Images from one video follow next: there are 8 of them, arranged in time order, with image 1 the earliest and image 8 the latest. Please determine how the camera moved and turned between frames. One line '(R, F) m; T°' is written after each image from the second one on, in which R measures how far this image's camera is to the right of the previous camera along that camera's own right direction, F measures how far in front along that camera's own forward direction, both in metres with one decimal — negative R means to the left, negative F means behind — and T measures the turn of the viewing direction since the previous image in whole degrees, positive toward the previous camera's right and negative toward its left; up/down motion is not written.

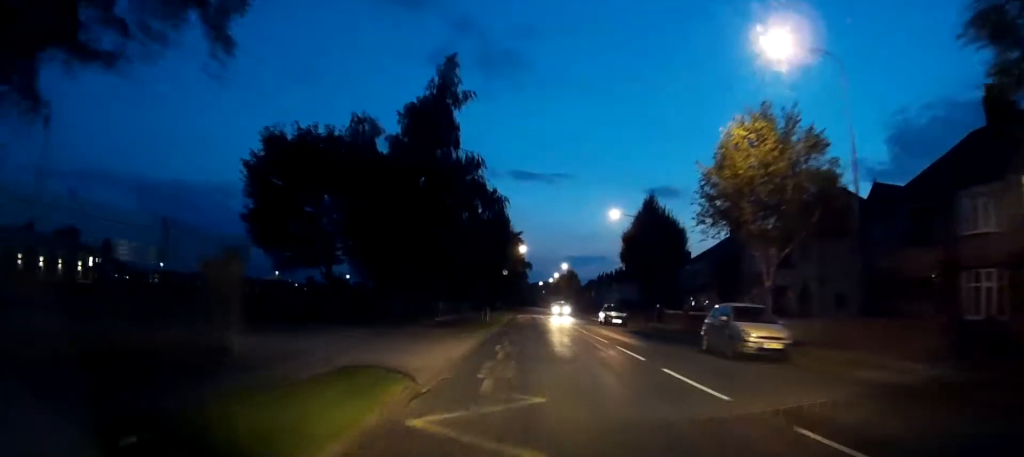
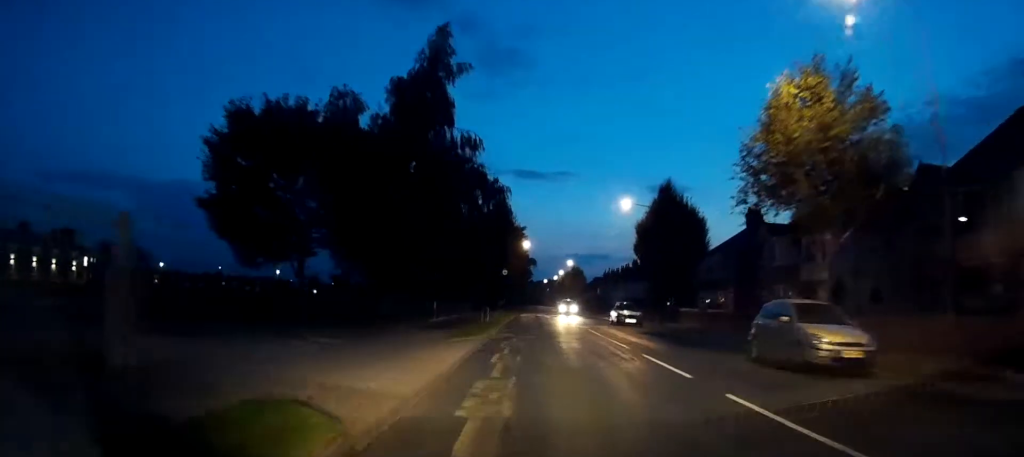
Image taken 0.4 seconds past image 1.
(0.0, +3.8) m; -2°
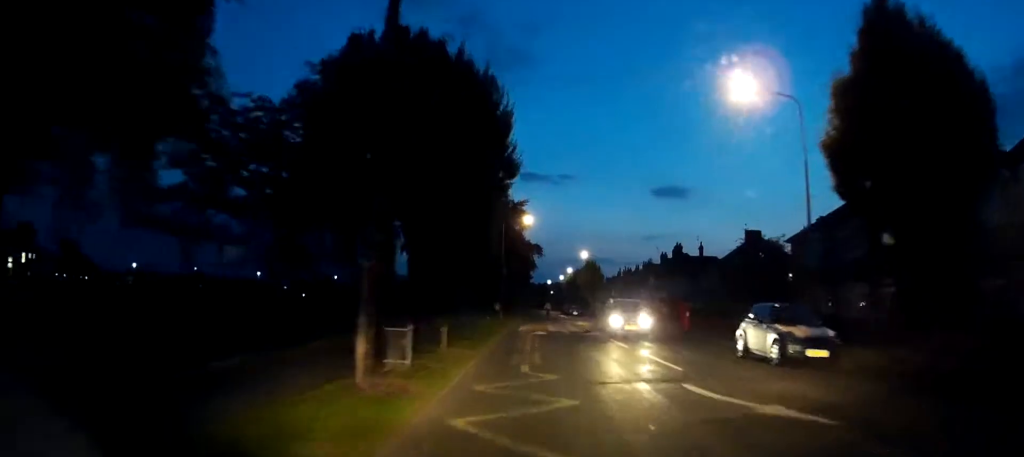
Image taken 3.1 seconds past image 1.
(-0.6, +24.3) m; -1°
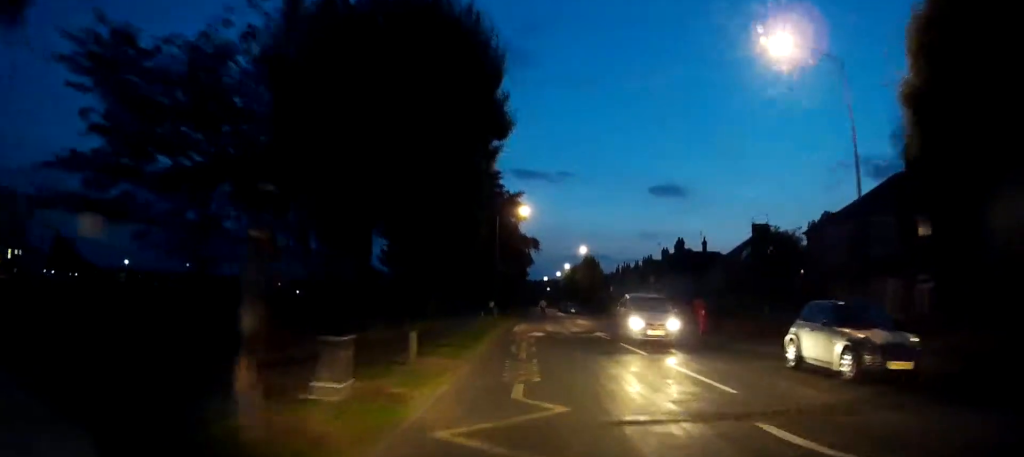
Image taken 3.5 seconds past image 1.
(-0.2, +3.6) m; 0°
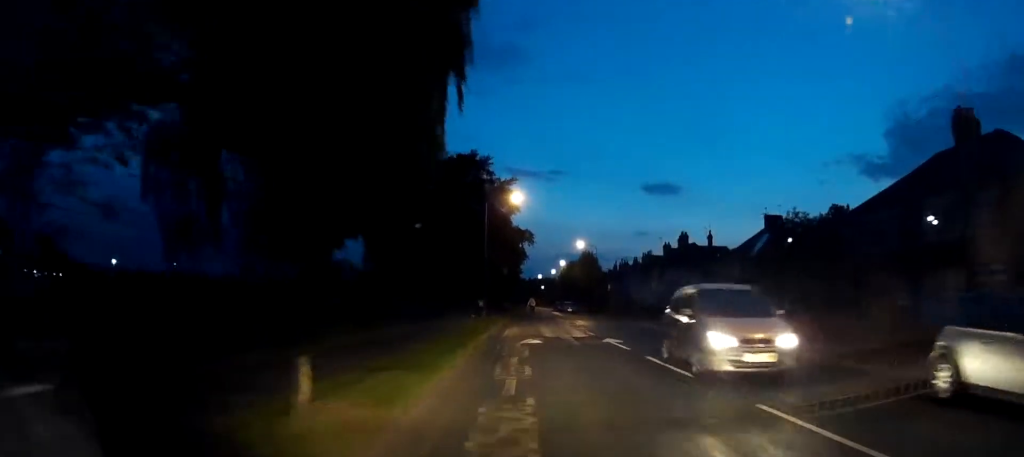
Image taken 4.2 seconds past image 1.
(+0.1, +5.6) m; 0°
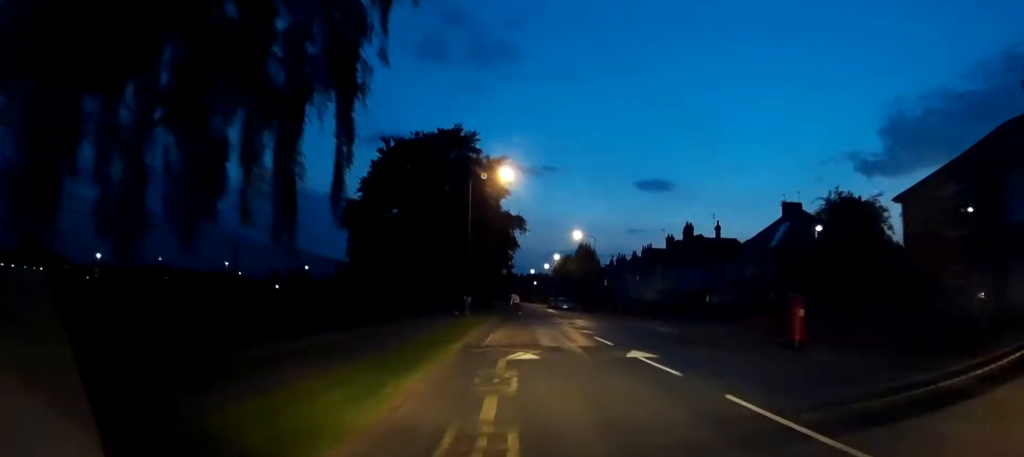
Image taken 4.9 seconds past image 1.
(+0.1, +6.7) m; 0°
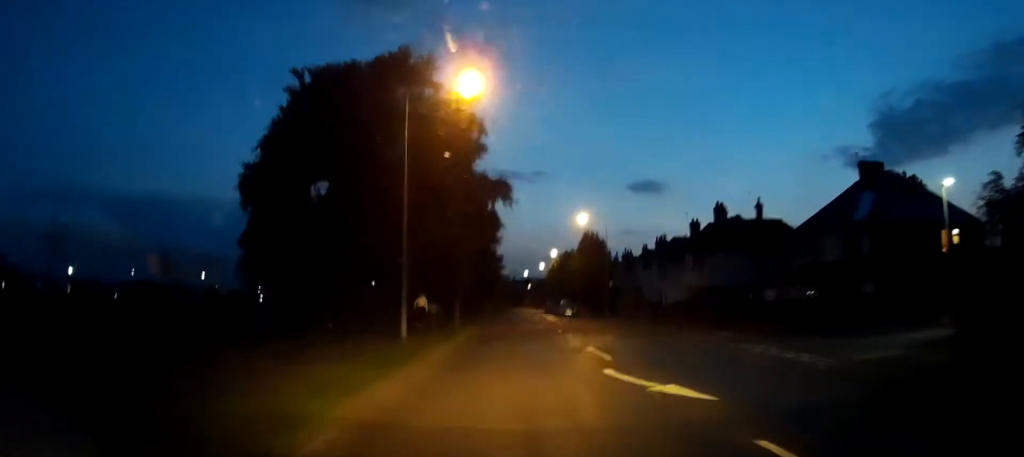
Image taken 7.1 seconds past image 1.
(+0.3, +16.8) m; +1°
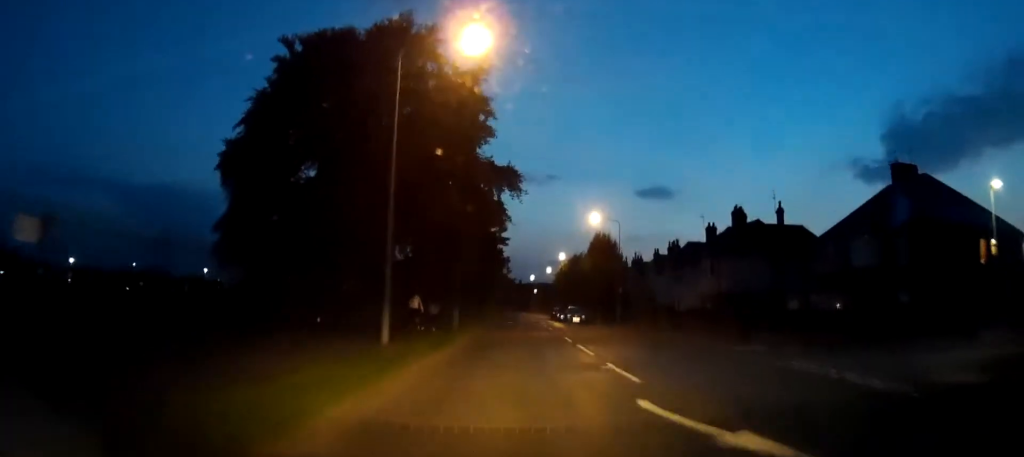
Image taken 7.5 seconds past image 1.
(-0.1, +3.2) m; -1°
